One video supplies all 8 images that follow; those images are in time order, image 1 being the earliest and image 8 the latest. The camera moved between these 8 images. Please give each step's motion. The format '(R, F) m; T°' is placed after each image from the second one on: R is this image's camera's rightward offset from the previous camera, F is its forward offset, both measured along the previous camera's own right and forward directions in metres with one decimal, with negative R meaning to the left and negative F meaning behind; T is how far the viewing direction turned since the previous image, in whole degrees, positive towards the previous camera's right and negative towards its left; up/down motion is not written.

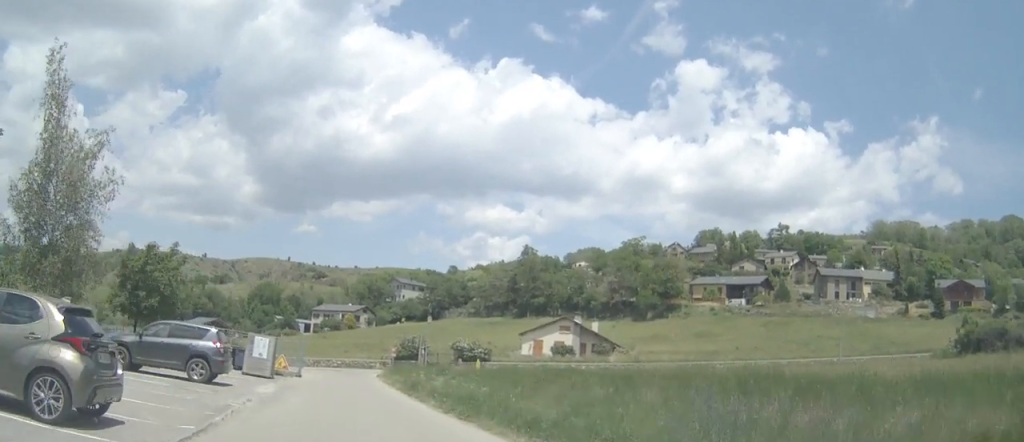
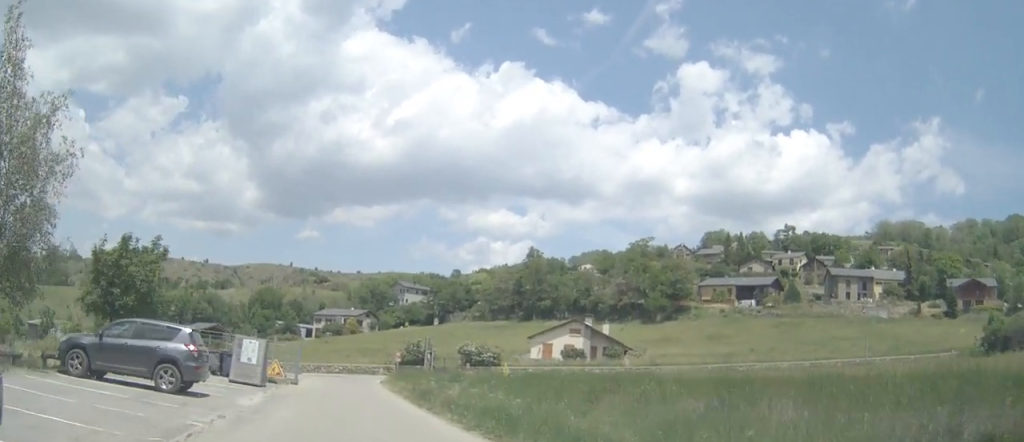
(-0.1, +3.6) m; -1°
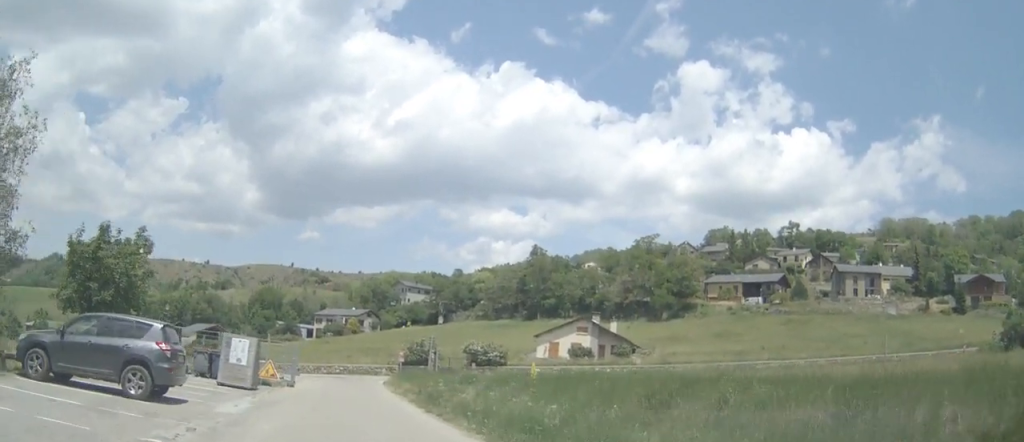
(0.0, +2.4) m; -1°
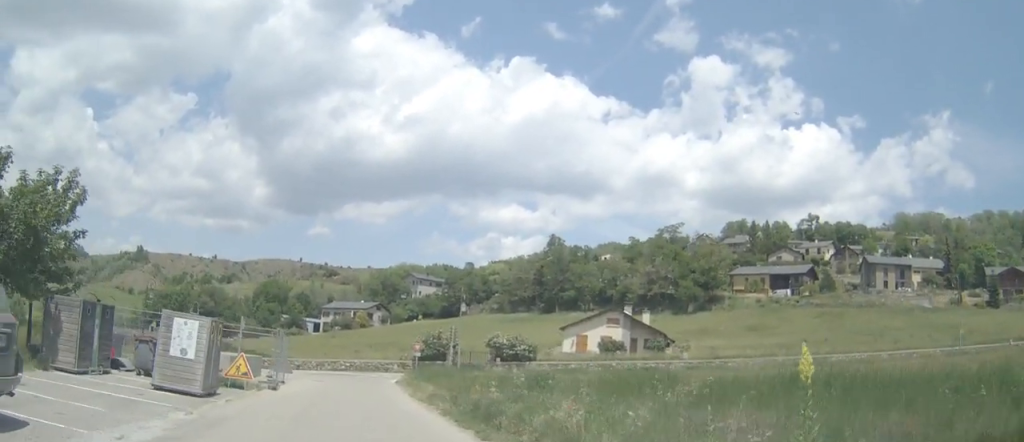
(-0.1, +8.3) m; 0°
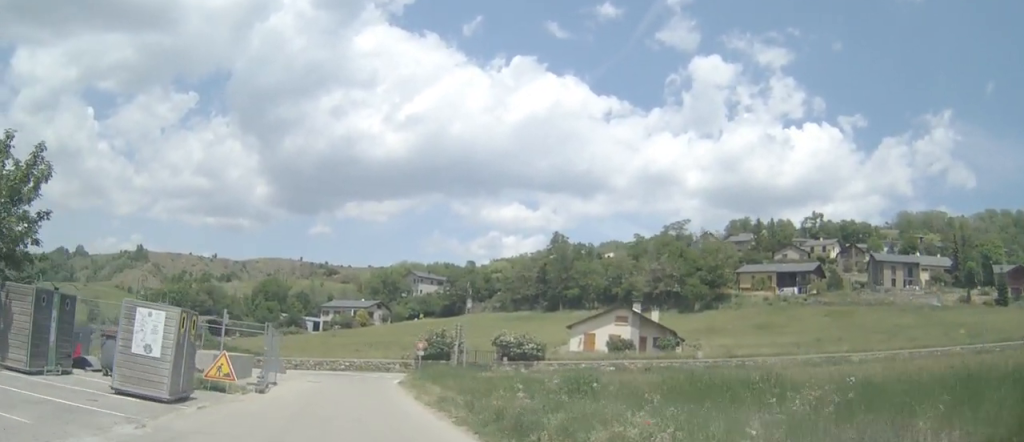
(0.0, +2.7) m; 0°
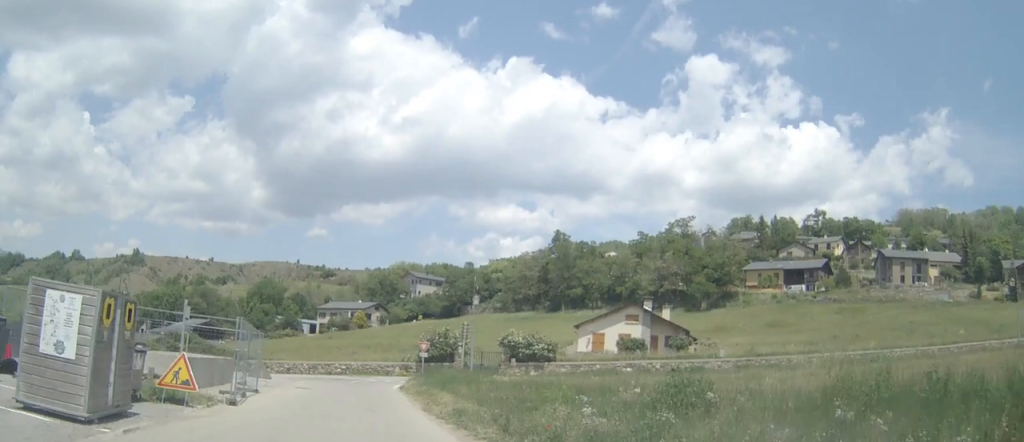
(0.0, +4.0) m; 0°
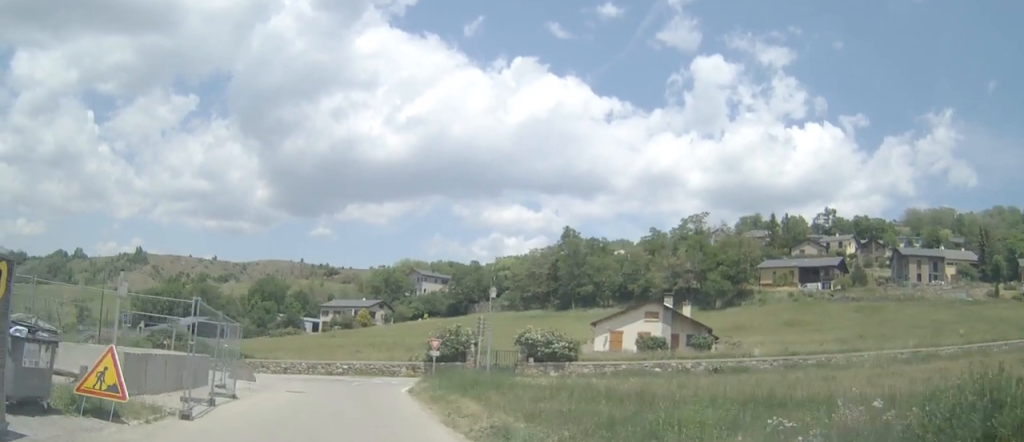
(0.0, +4.5) m; 0°
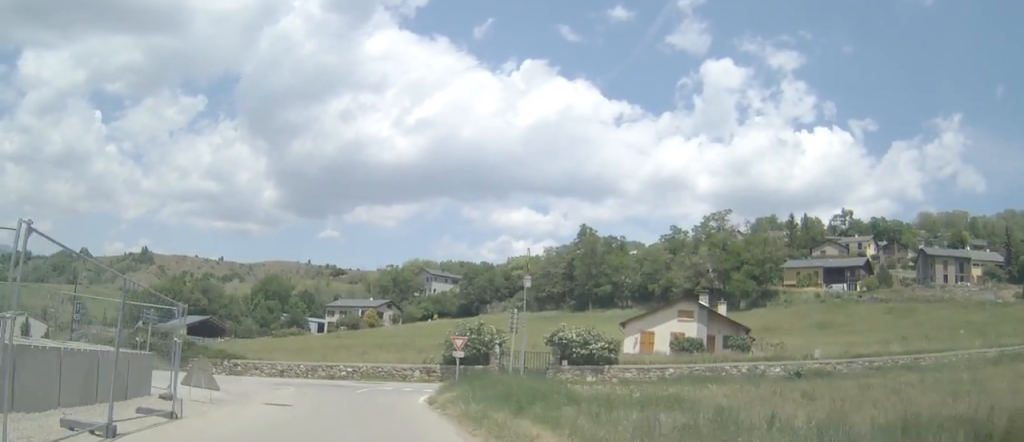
(0.0, +6.3) m; 0°
